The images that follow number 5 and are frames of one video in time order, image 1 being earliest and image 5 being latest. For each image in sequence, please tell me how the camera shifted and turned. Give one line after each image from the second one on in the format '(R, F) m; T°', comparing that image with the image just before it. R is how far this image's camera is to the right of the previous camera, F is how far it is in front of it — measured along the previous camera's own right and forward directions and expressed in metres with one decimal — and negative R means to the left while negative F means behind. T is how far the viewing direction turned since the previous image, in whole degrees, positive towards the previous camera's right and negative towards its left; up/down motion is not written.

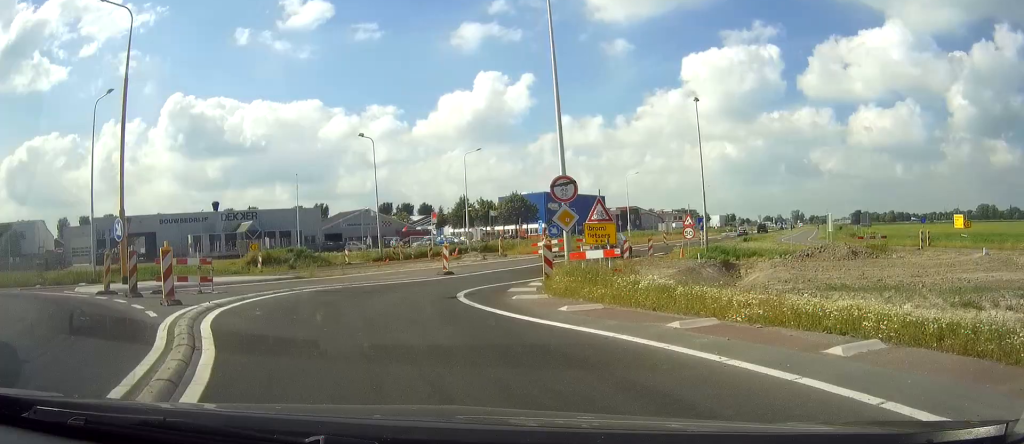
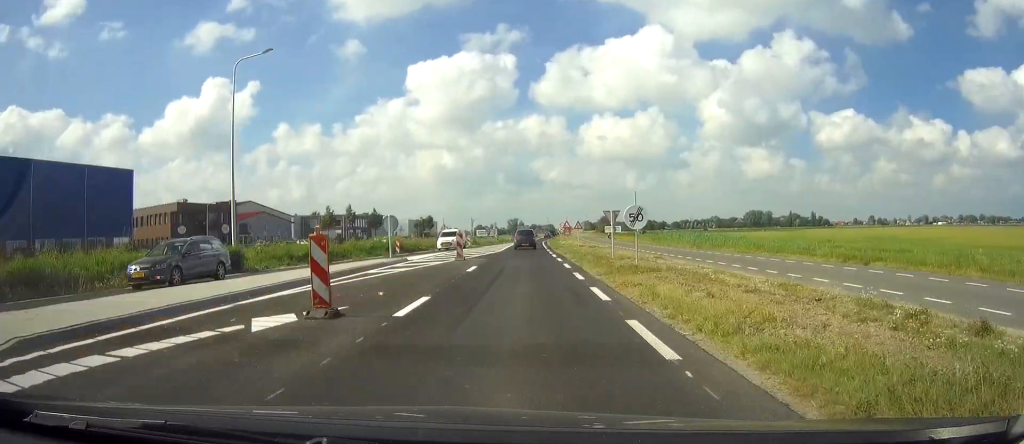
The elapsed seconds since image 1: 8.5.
(+3.4, +123.8) m; +4°
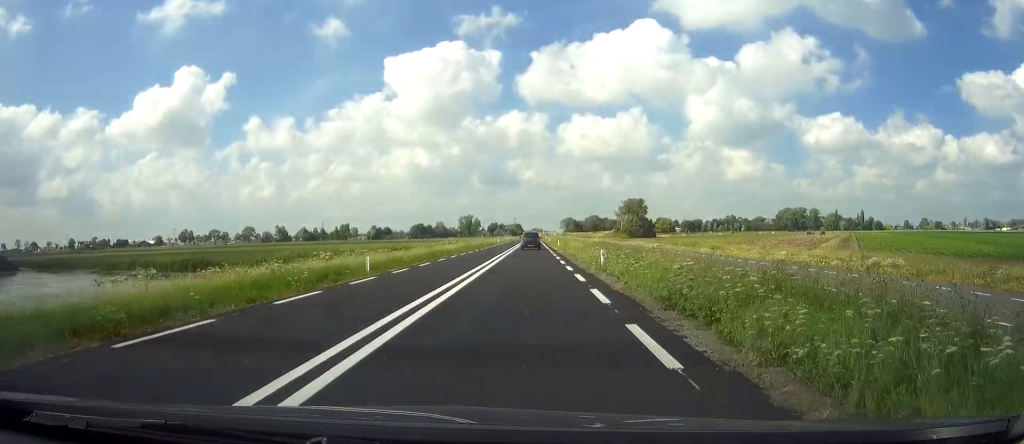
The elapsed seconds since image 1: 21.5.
(+10.8, +260.8) m; +4°
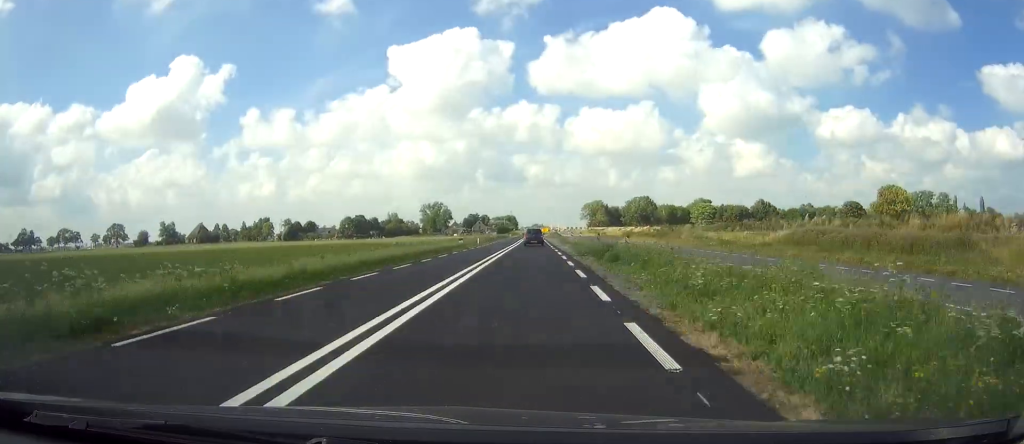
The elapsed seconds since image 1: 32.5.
(0.0, +250.8) m; 0°
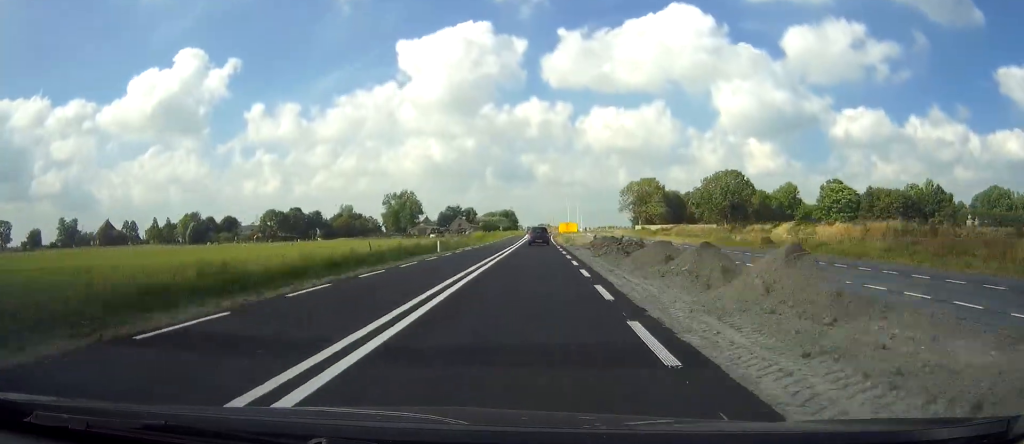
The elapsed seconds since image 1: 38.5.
(-0.6, +131.2) m; 0°
